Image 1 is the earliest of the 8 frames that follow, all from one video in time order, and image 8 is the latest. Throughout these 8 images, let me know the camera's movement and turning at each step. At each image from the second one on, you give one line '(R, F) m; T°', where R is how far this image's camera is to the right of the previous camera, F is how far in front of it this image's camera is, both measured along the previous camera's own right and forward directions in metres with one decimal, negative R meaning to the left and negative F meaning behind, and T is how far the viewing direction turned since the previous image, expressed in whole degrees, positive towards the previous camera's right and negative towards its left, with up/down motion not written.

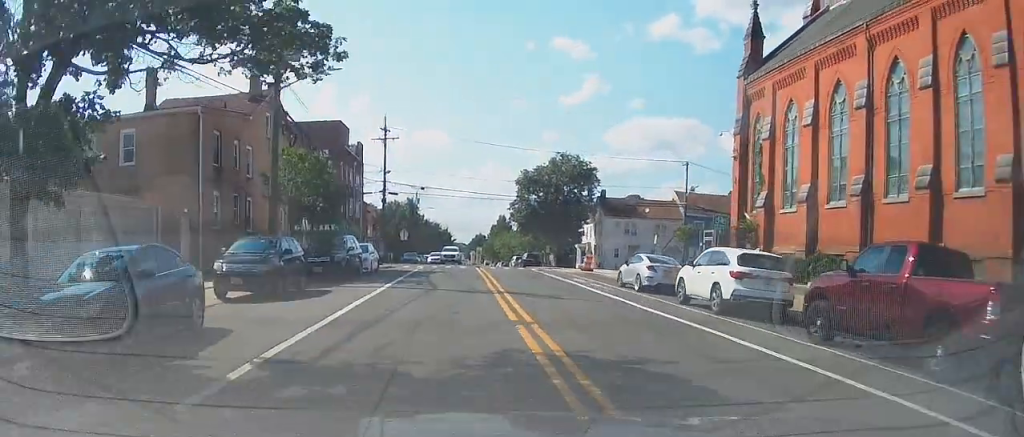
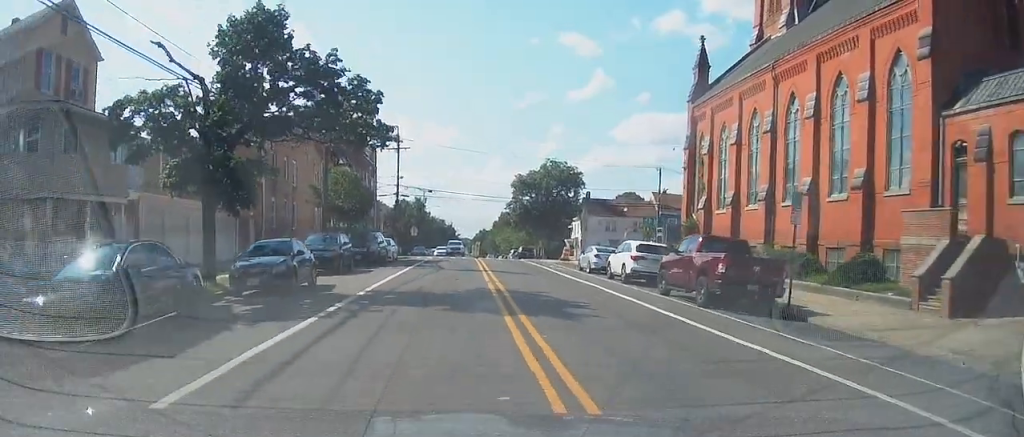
(-0.4, +9.4) m; -2°
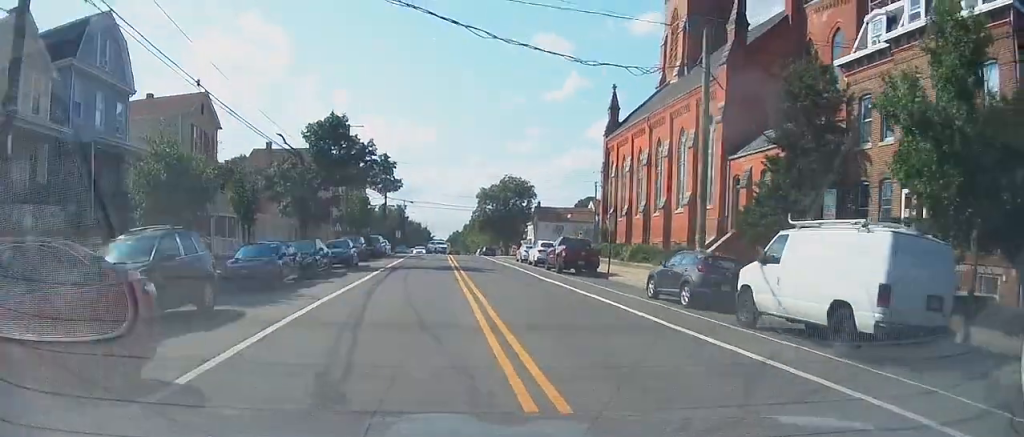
(+0.3, +16.5) m; +3°
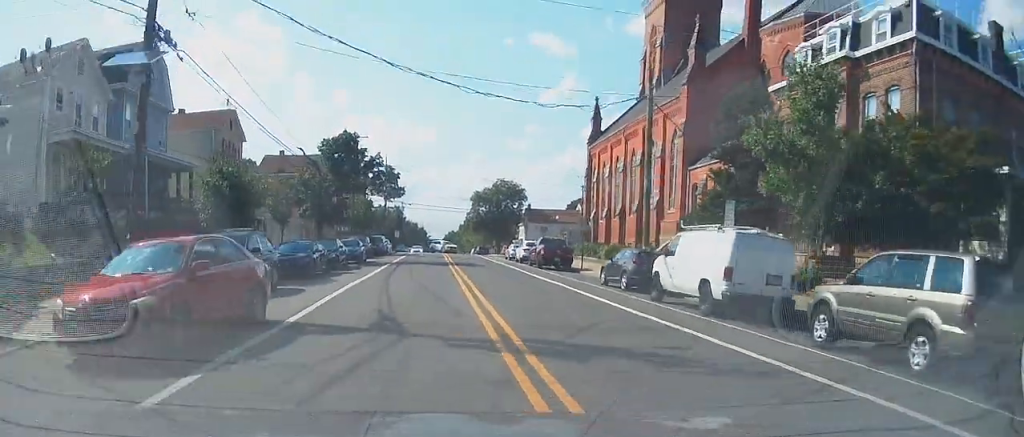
(+0.1, +5.8) m; +1°
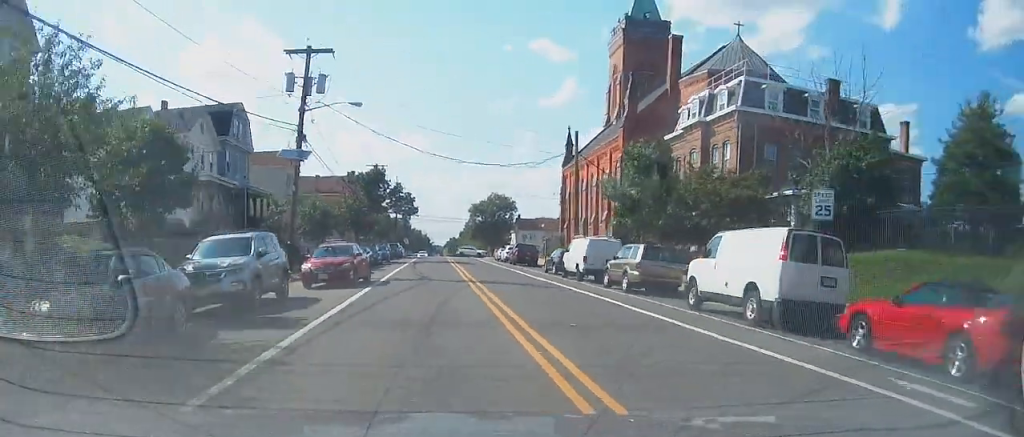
(+0.4, +15.2) m; 0°
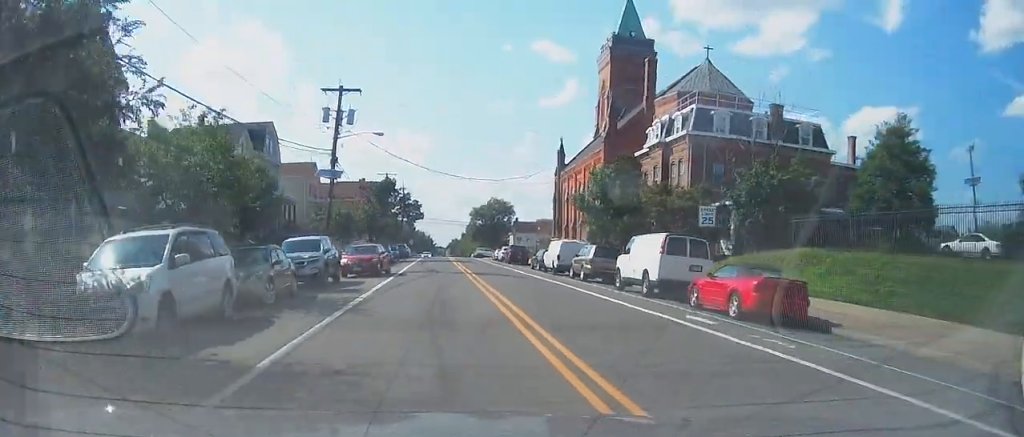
(-0.1, +7.8) m; -1°
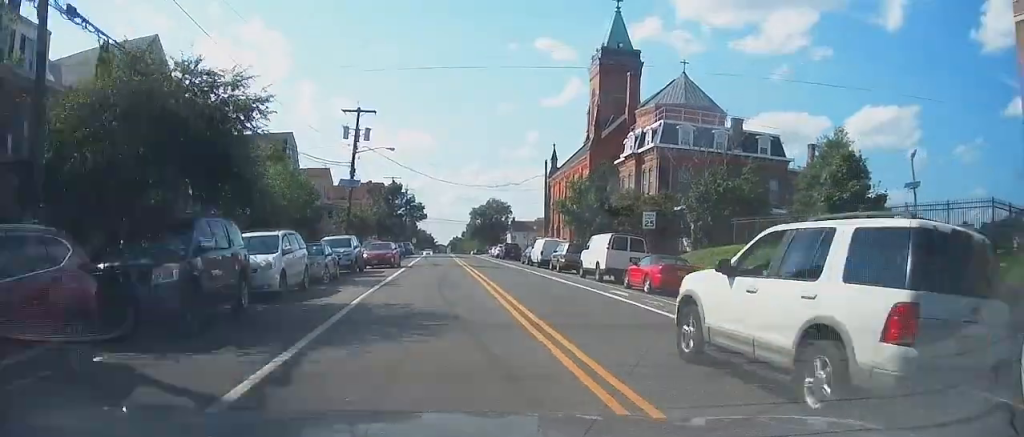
(-0.4, +6.9) m; -1°
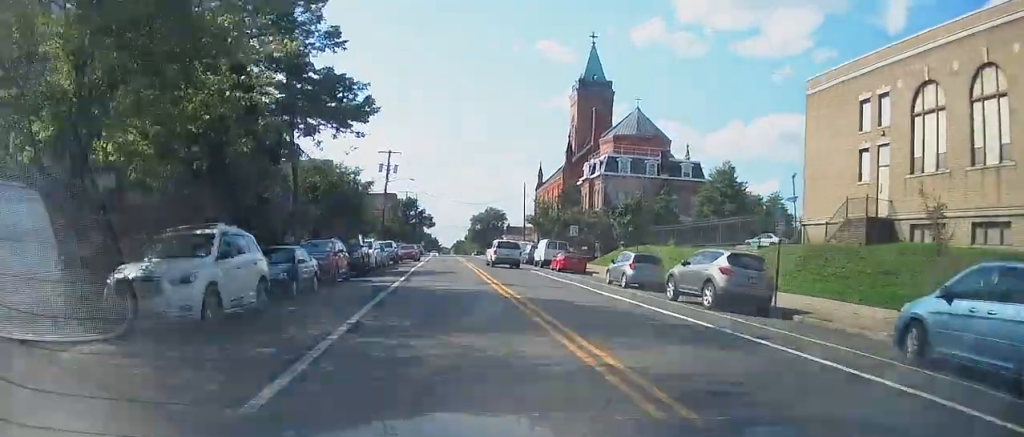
(+0.5, +18.9) m; +2°
